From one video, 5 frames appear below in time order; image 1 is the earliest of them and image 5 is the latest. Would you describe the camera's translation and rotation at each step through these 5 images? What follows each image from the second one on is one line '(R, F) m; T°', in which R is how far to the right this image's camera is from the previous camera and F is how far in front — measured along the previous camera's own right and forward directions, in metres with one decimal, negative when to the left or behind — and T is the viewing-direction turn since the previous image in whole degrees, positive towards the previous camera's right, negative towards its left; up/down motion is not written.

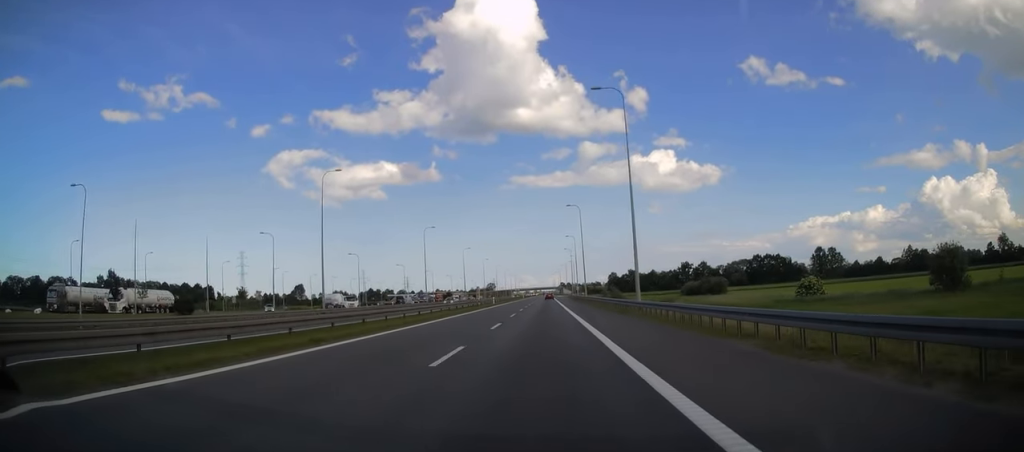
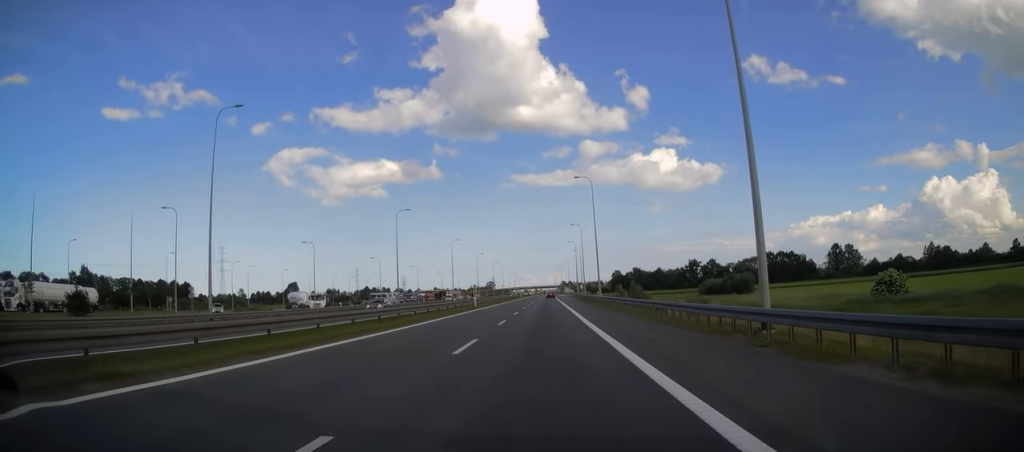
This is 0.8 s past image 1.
(0.0, +21.7) m; 0°
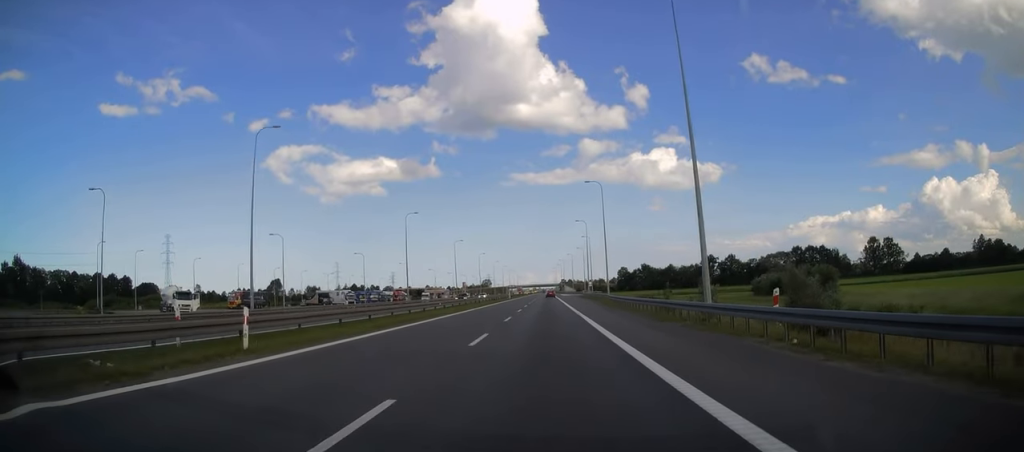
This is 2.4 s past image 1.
(0.0, +45.8) m; 0°
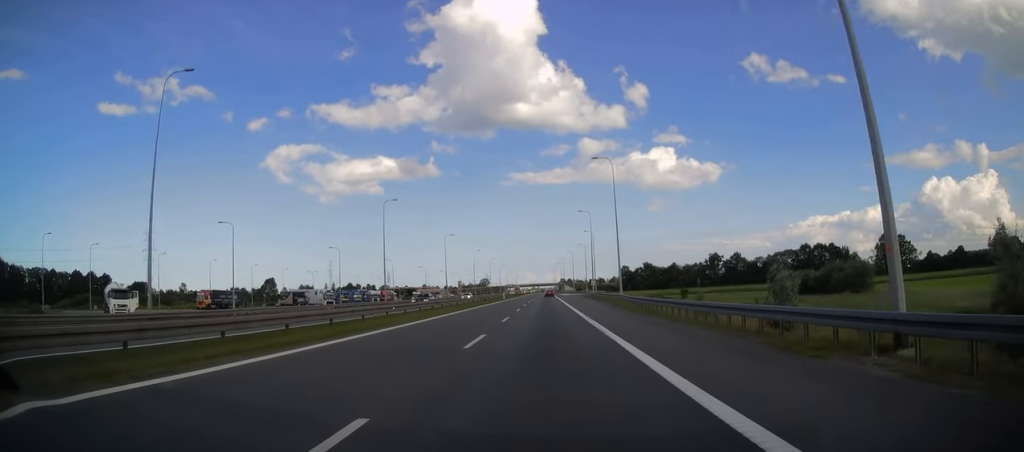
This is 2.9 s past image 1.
(0.0, +13.0) m; 0°
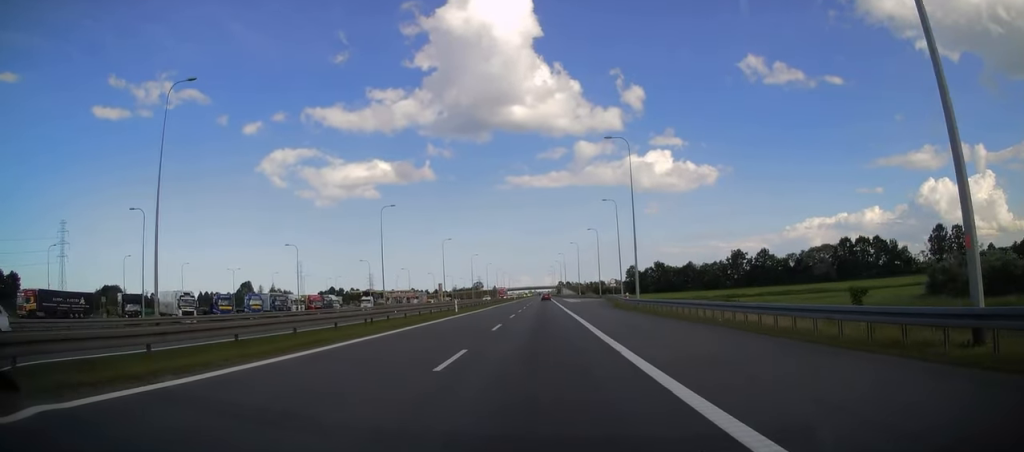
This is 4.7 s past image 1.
(+0.1, +50.9) m; 0°
